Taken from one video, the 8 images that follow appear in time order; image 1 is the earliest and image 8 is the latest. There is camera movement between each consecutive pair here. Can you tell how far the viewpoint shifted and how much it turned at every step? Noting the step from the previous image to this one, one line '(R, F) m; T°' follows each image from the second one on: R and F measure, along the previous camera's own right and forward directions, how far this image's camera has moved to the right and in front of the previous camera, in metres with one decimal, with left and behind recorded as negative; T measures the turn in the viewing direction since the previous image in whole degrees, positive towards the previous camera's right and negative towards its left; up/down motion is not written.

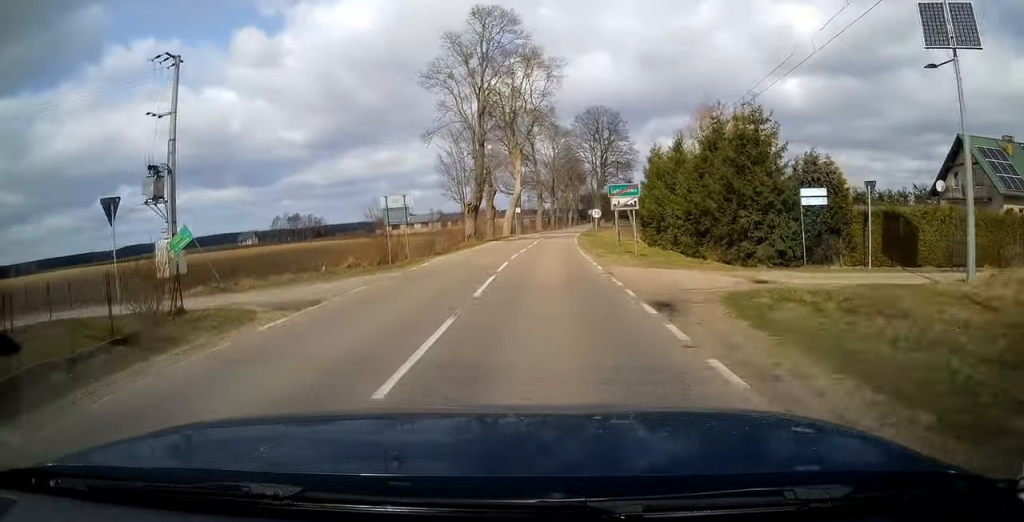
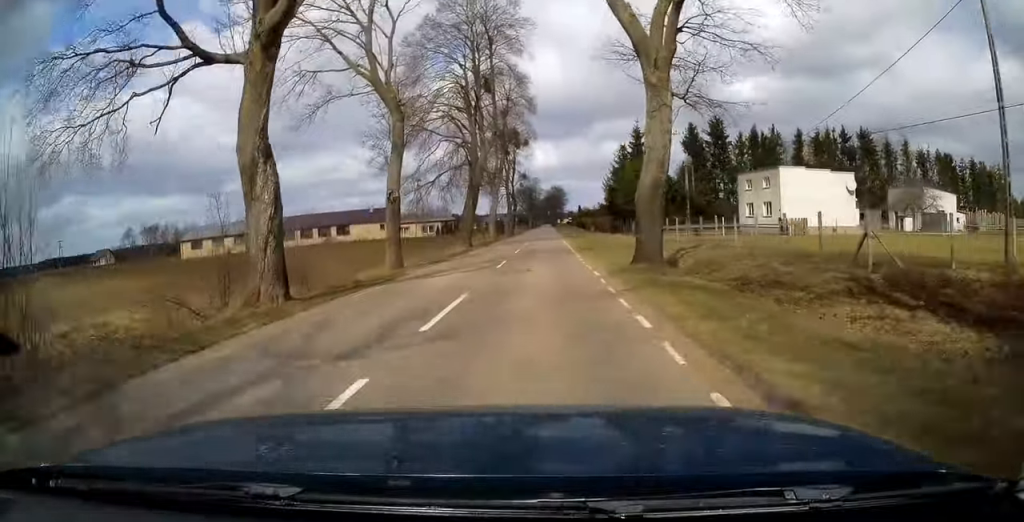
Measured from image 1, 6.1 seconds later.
(+5.7, +108.5) m; +5°
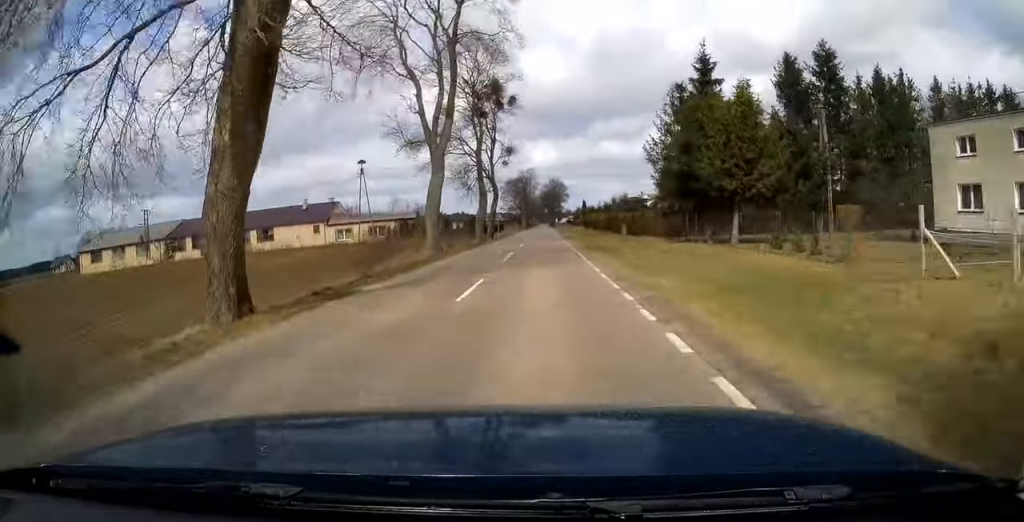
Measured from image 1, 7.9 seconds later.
(+0.1, +33.8) m; 0°
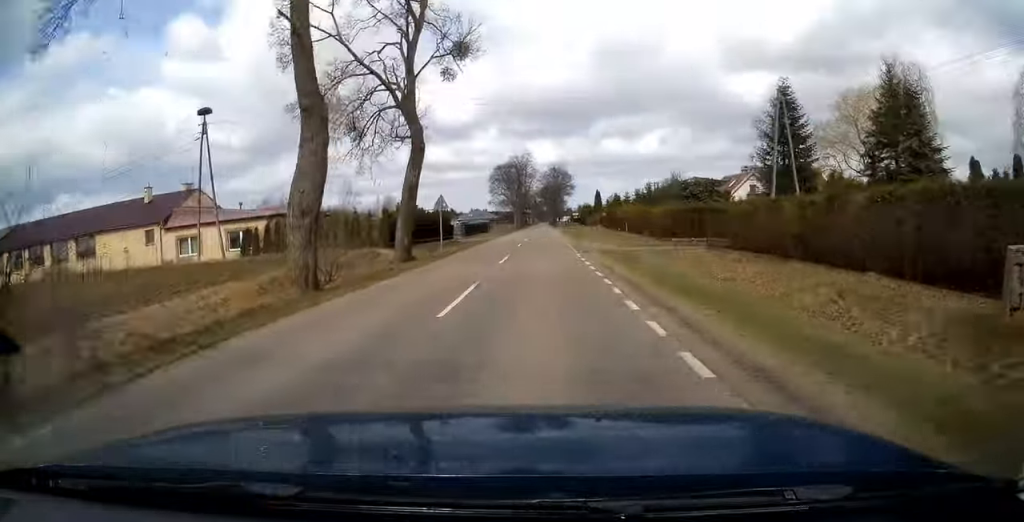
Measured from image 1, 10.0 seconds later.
(+0.1, +39.1) m; 0°
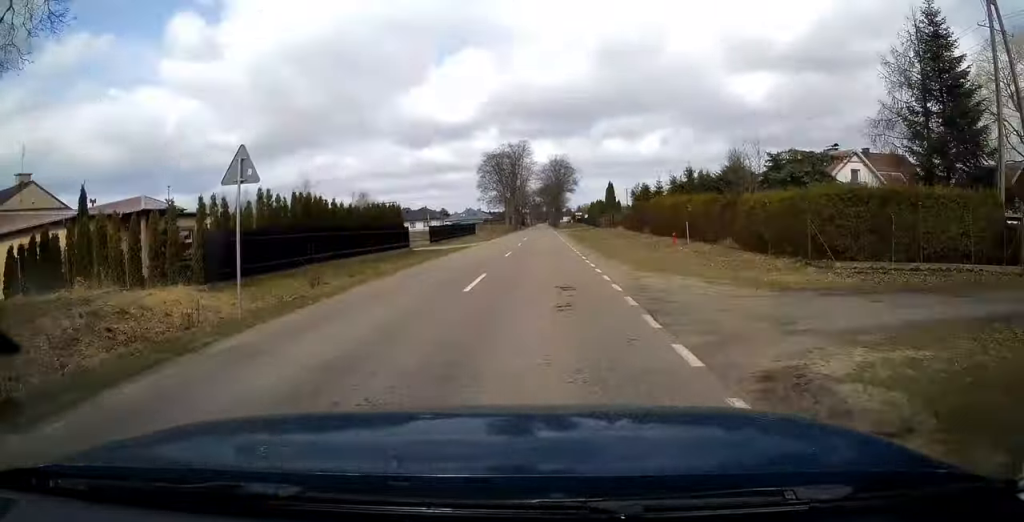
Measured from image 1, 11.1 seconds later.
(+0.1, +21.9) m; 0°
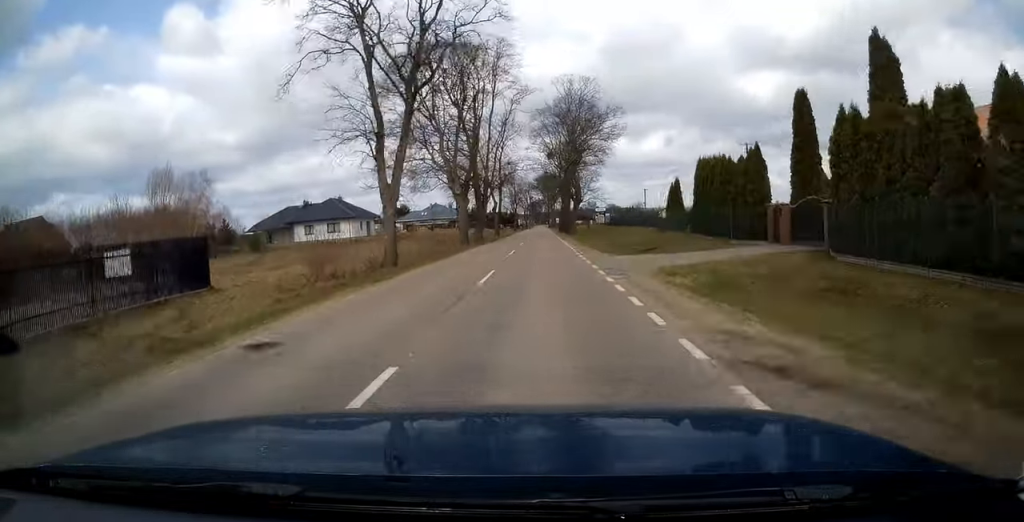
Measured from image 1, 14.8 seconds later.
(-0.2, +72.7) m; 0°
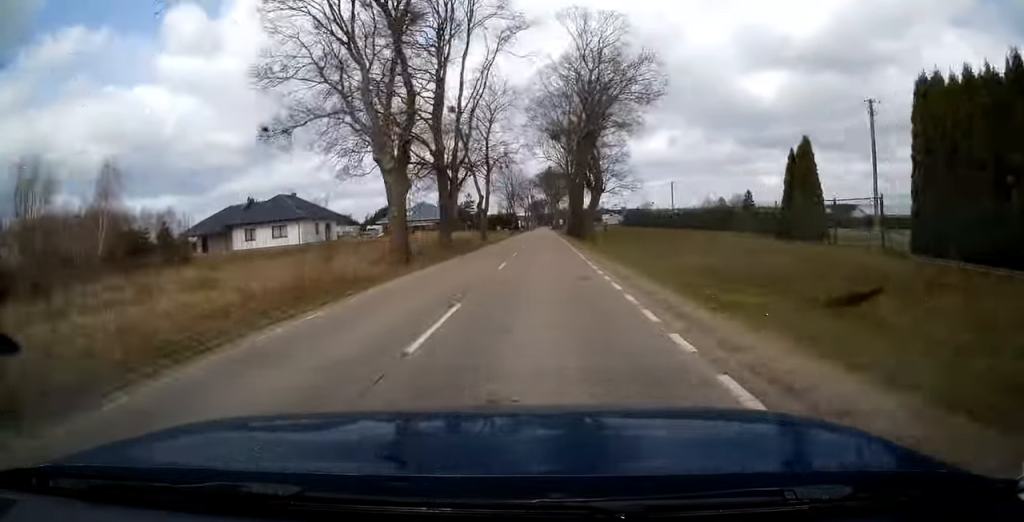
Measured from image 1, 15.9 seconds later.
(0.0, +20.4) m; 0°
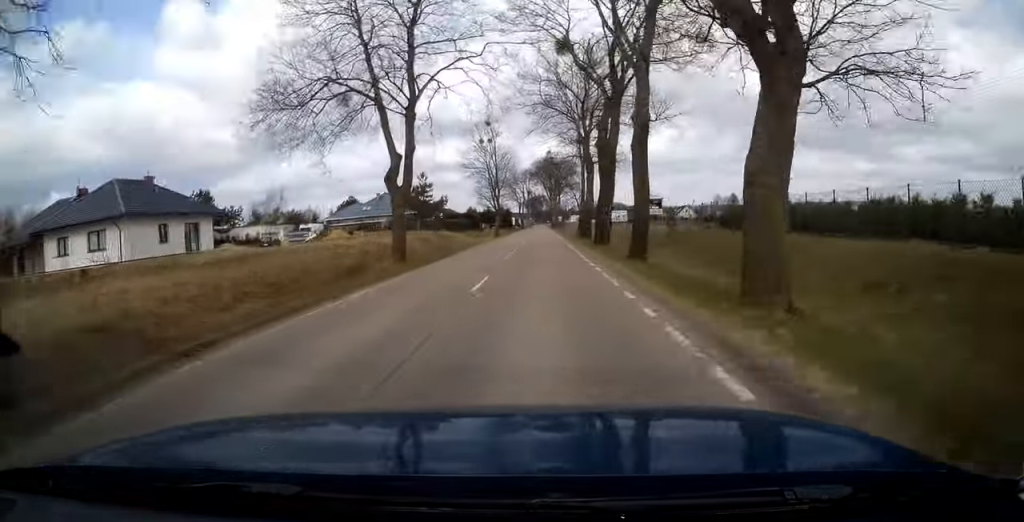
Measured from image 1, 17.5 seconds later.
(0.0, +32.3) m; 0°
